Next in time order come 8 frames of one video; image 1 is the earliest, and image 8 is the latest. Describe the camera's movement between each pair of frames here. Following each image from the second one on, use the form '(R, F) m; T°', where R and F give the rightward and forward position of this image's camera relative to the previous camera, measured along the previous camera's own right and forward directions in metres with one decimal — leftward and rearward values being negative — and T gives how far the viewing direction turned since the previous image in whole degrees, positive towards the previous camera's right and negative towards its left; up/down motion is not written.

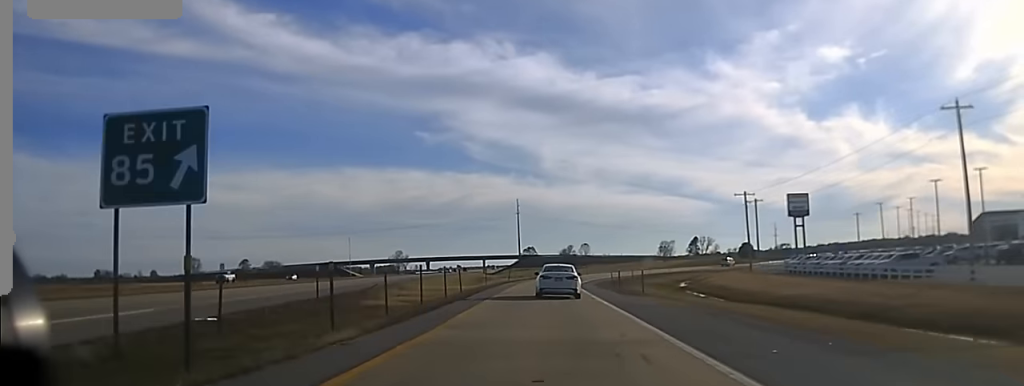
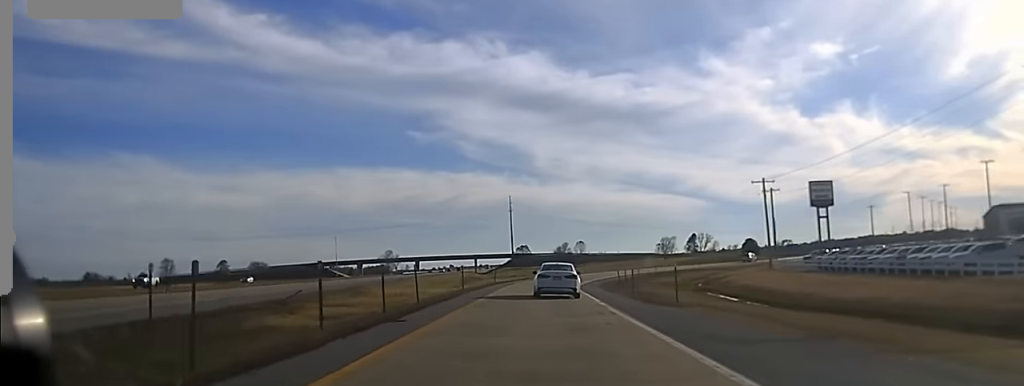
(+0.1, +15.7) m; 0°
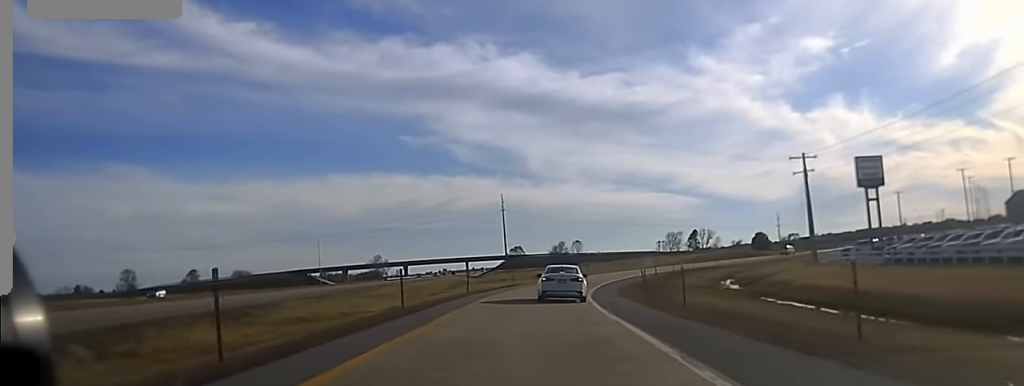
(0.0, +21.2) m; -1°
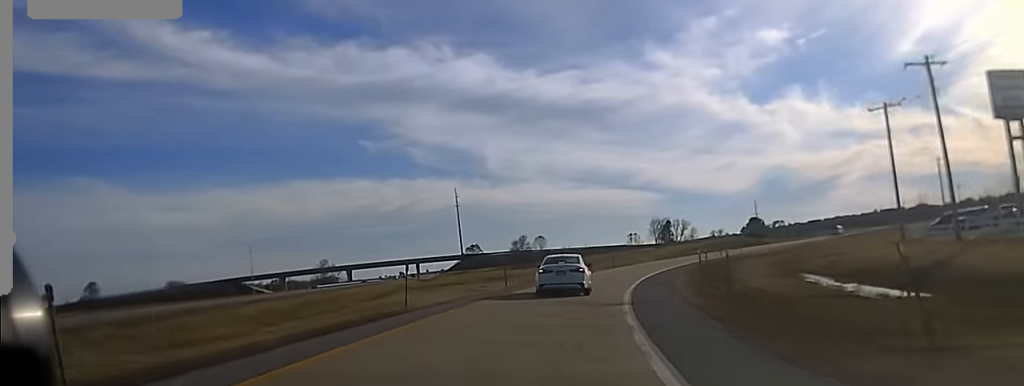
(-0.4, +39.6) m; +1°
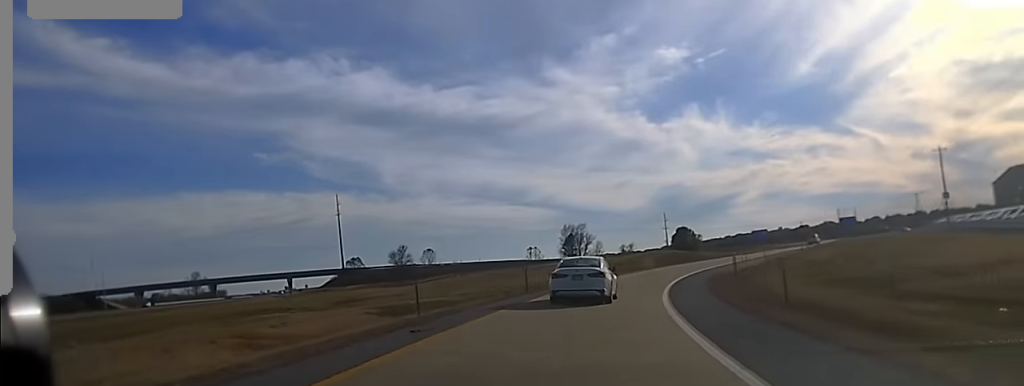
(+1.7, +38.9) m; +7°
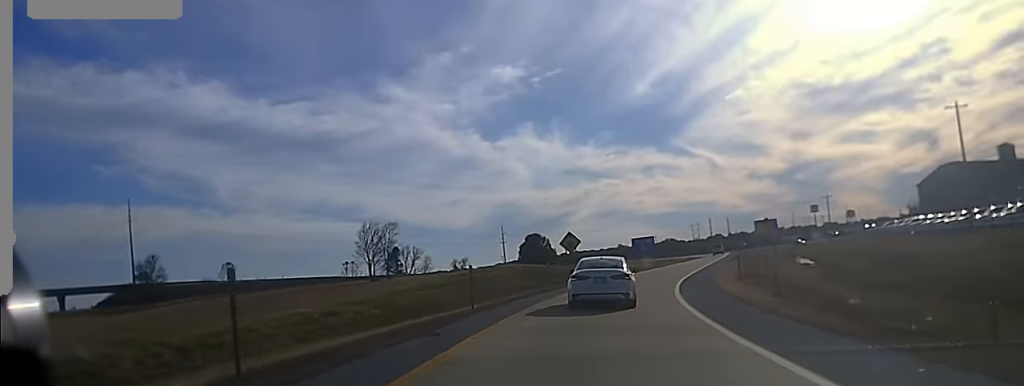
(+5.7, +50.6) m; +11°
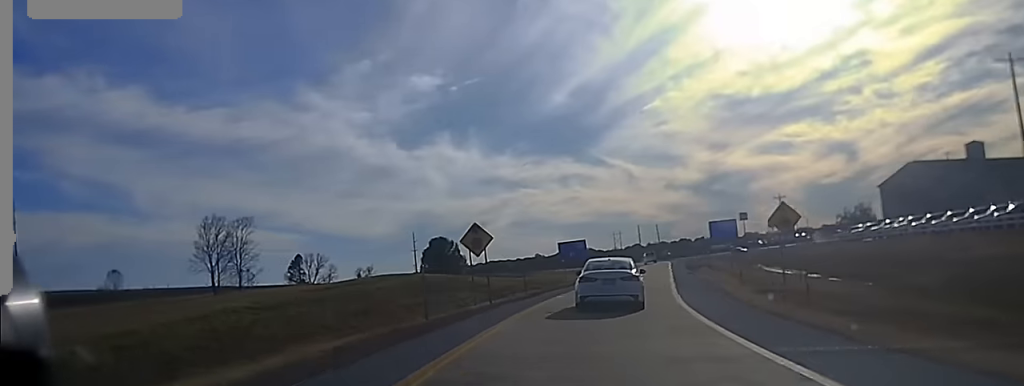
(+0.9, +22.9) m; +5°
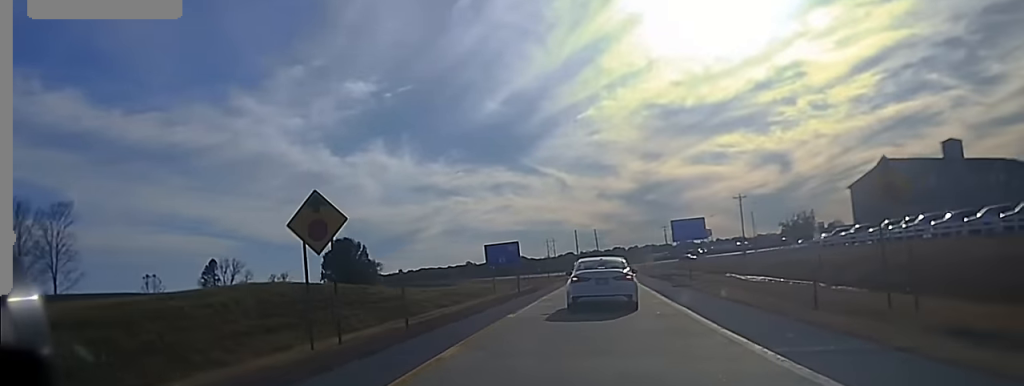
(+0.8, +19.7) m; +5°
